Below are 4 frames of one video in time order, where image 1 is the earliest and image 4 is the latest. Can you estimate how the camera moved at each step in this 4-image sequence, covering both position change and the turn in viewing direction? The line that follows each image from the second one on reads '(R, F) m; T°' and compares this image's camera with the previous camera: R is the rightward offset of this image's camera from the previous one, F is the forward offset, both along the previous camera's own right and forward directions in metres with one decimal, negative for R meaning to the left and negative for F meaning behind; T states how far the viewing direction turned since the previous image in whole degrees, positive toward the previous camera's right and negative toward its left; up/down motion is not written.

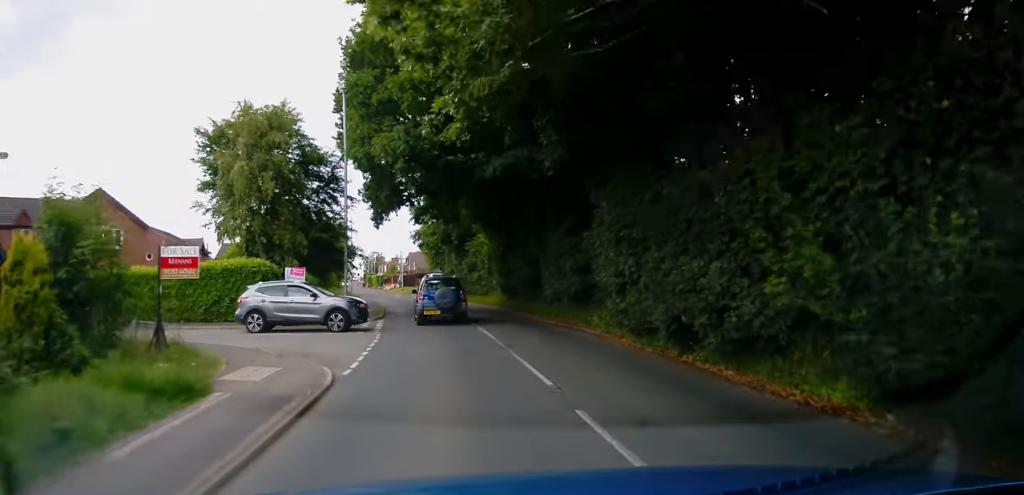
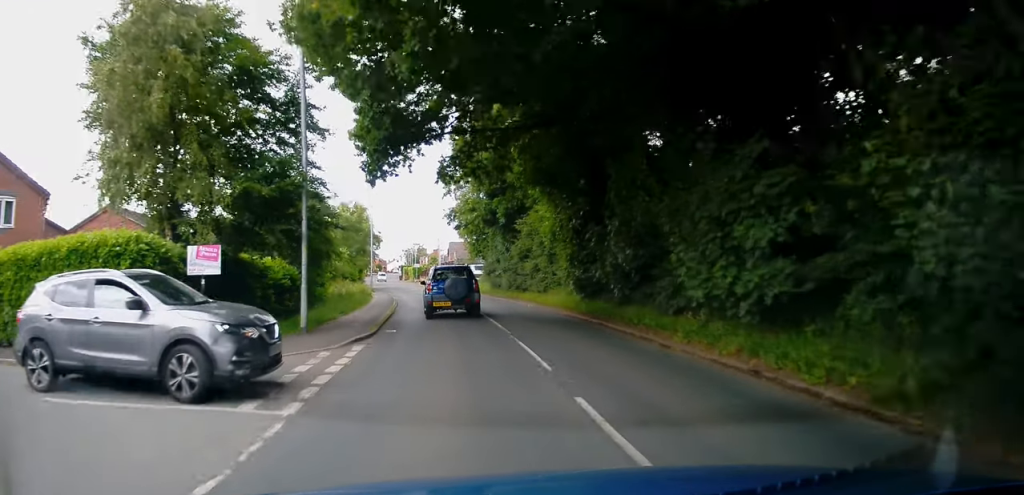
(-0.3, +11.6) m; -4°
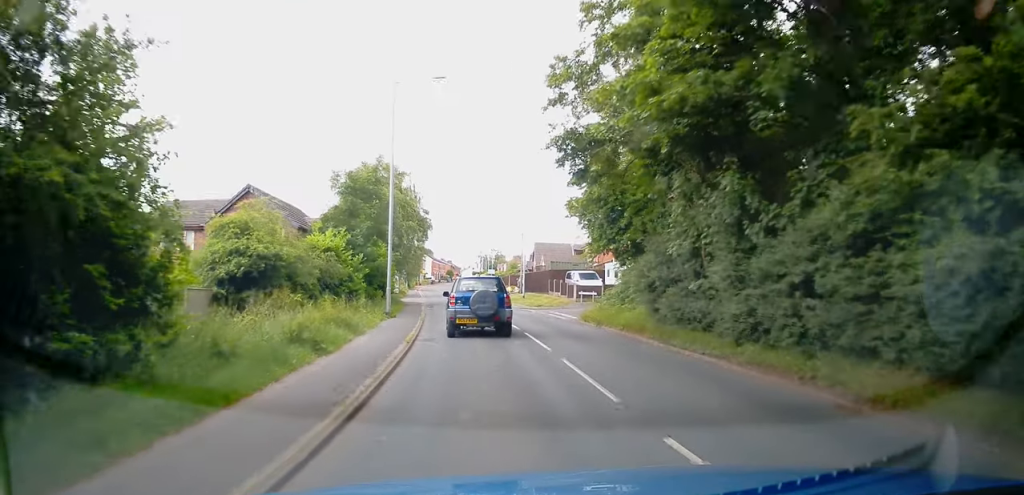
(-2.0, +24.6) m; -8°
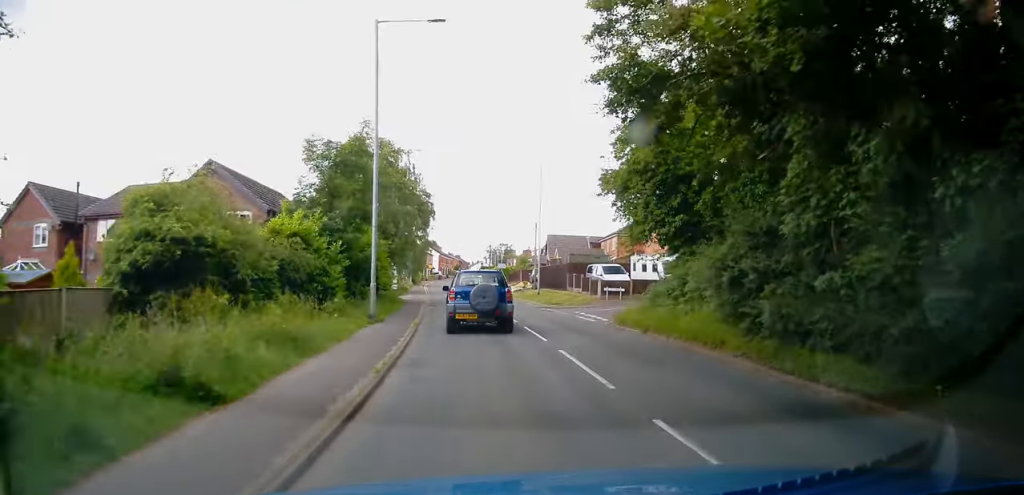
(0.0, +5.7) m; -1°
